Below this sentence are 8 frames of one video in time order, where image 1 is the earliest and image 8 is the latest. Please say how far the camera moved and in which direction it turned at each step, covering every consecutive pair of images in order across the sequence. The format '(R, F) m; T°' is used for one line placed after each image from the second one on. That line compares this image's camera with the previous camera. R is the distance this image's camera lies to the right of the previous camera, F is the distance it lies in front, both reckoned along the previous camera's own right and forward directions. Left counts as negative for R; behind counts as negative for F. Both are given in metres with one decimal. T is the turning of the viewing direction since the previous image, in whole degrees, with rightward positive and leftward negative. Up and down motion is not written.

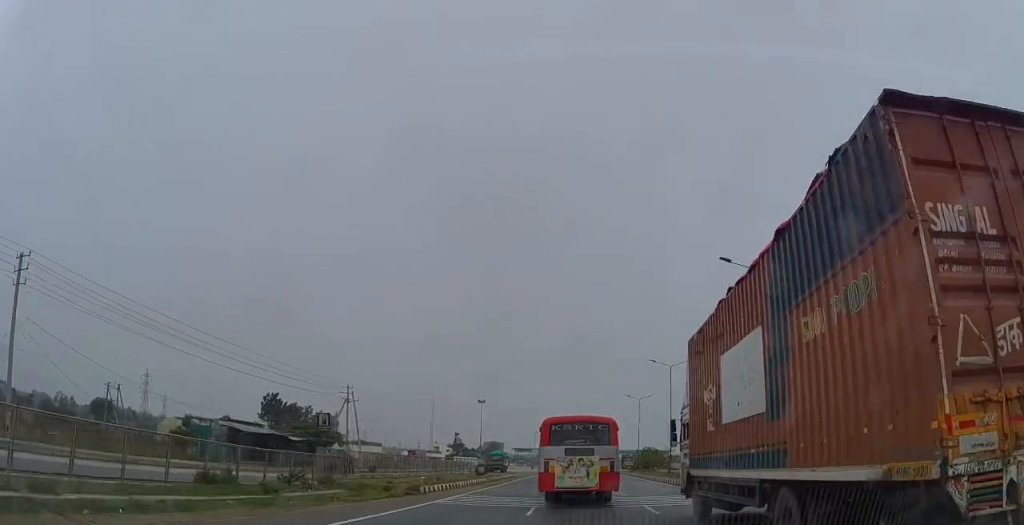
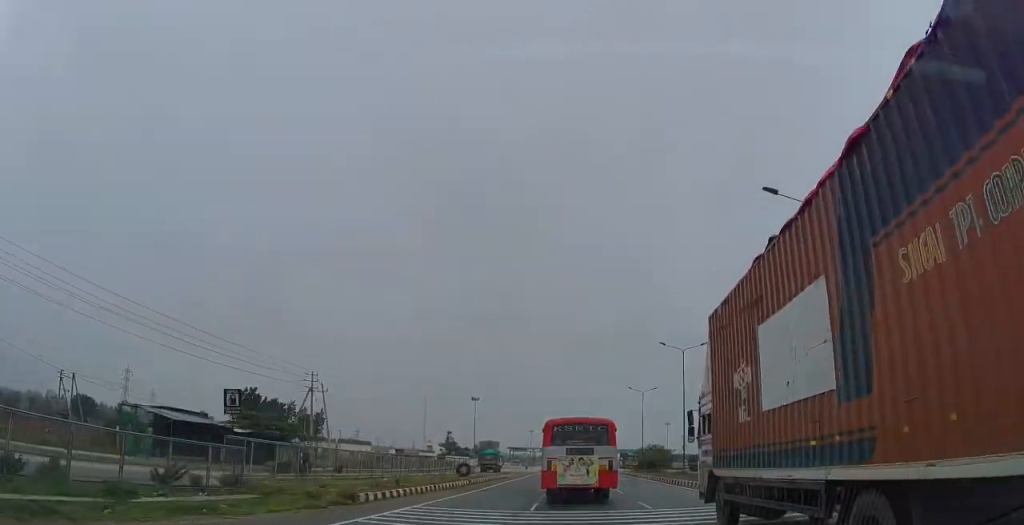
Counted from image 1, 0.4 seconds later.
(0.0, +7.2) m; 0°
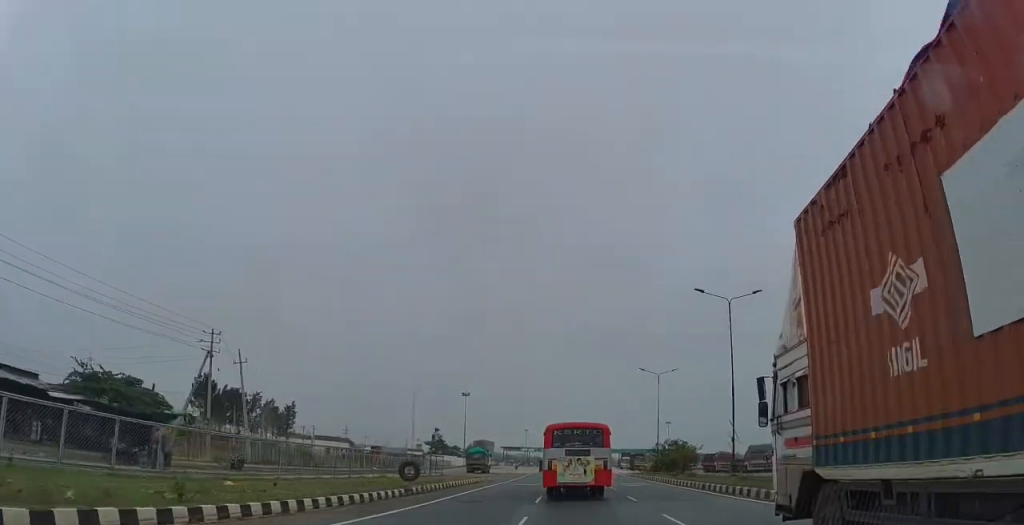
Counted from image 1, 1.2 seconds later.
(+0.1, +14.3) m; 0°
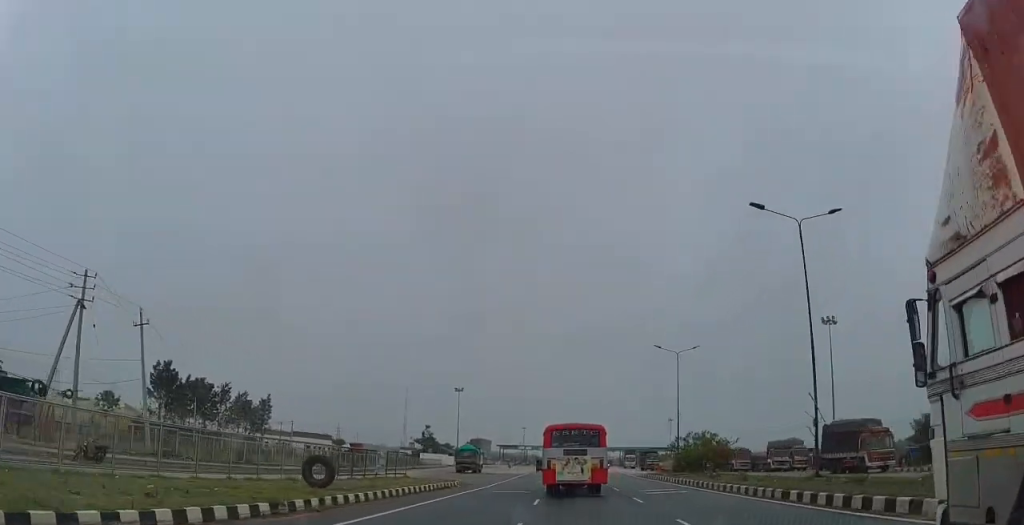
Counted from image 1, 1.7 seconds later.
(0.0, +10.9) m; 0°
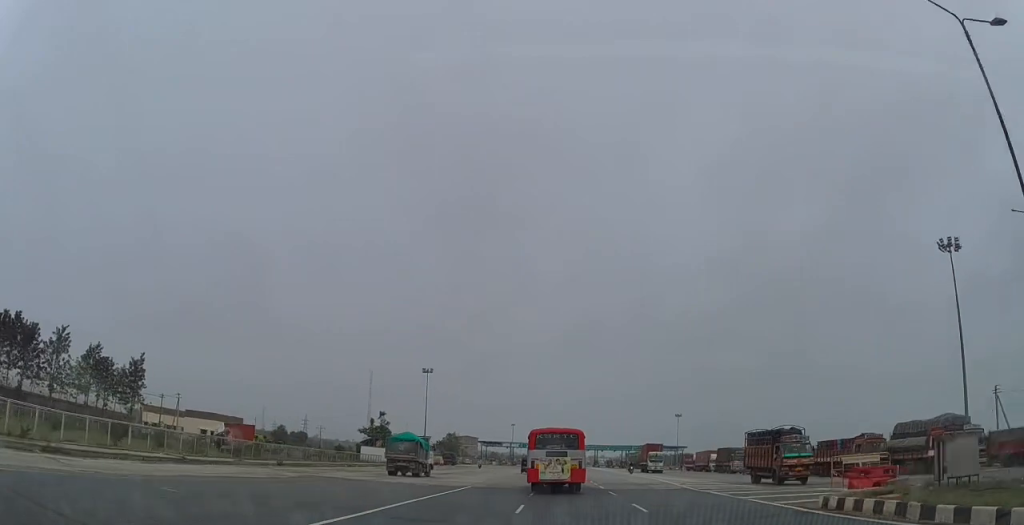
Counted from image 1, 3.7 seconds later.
(+0.3, +38.6) m; 0°
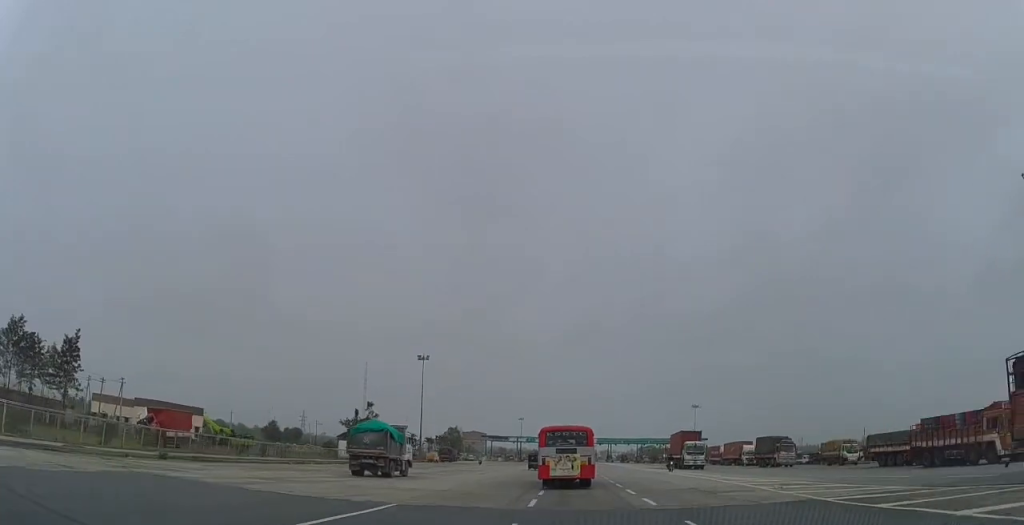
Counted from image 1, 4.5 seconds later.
(-0.1, +15.9) m; -1°
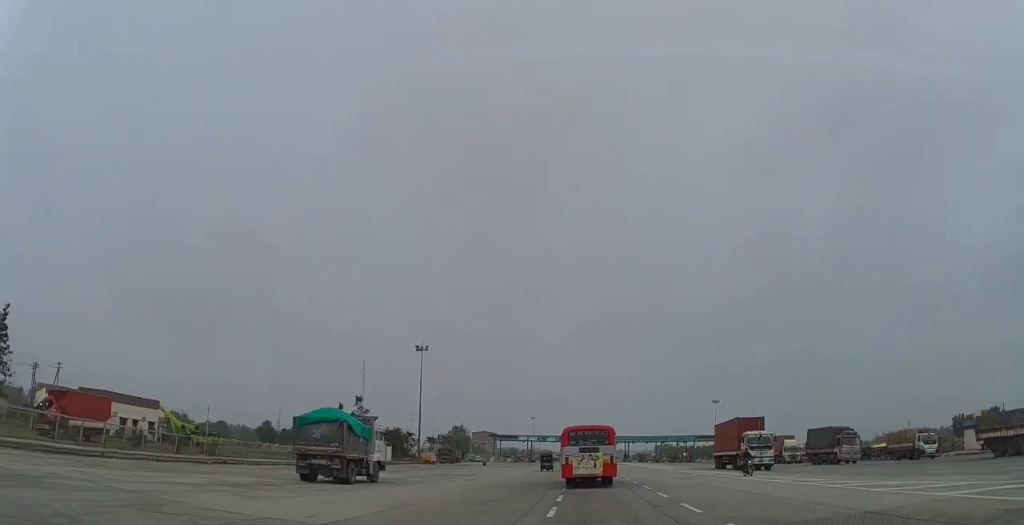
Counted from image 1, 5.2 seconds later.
(0.0, +14.6) m; -1°
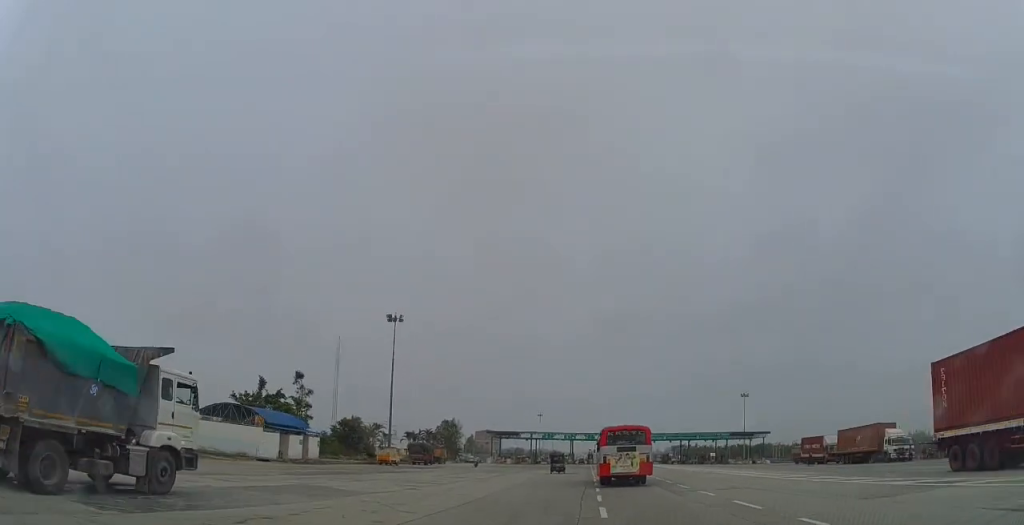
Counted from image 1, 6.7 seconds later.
(-0.5, +29.4) m; -1°
